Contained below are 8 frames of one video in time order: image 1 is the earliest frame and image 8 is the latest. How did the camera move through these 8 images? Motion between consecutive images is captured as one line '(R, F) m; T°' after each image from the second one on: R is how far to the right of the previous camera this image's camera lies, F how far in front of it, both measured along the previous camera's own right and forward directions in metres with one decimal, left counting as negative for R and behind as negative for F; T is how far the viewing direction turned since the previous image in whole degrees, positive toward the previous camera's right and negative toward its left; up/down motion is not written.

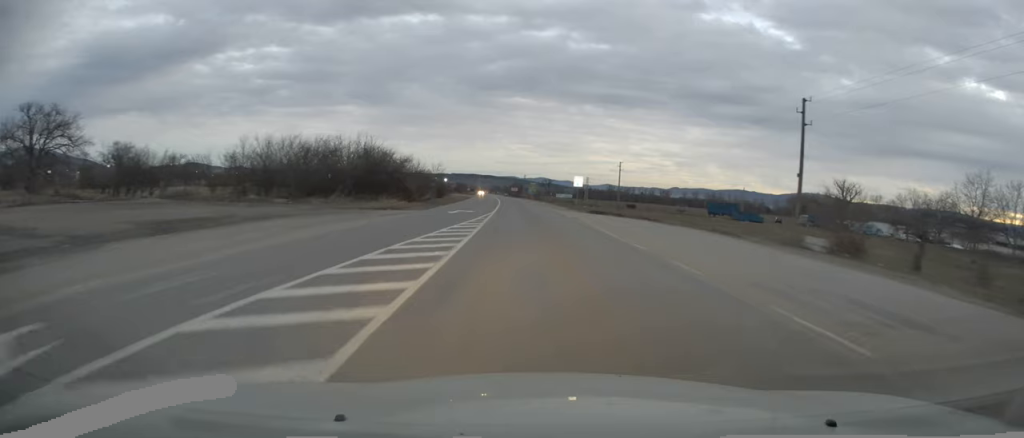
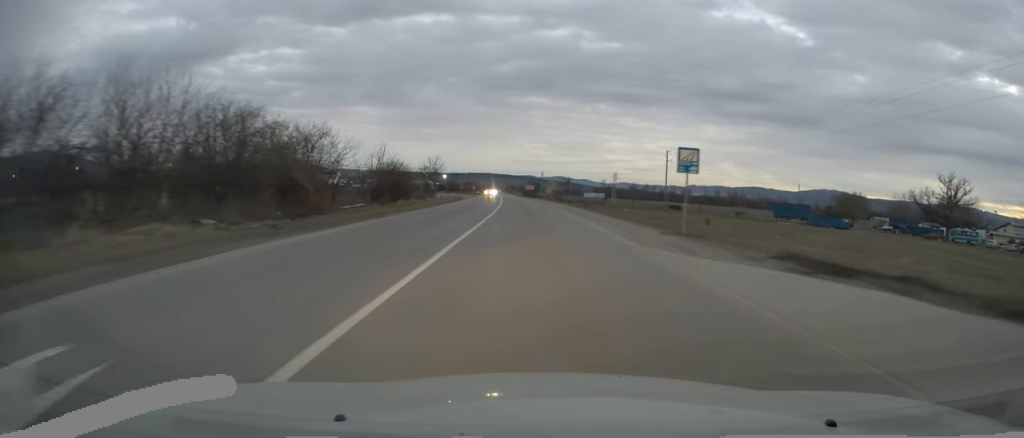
(-0.7, +32.9) m; -2°
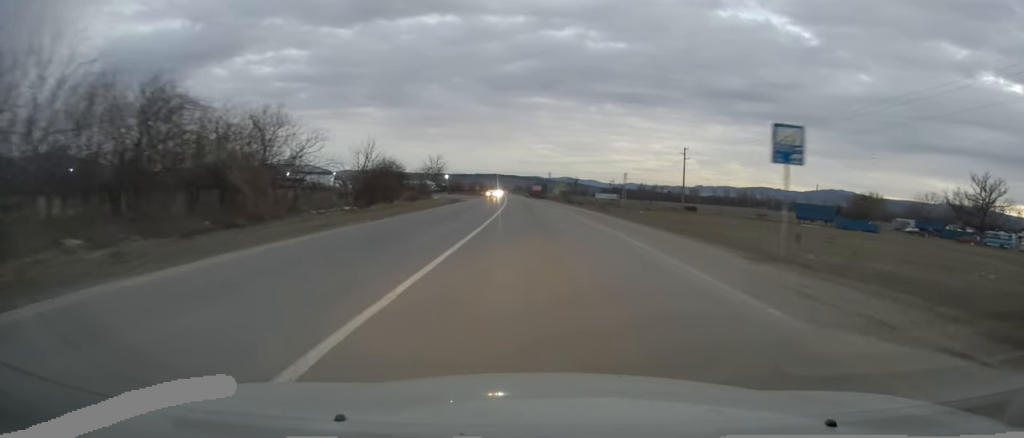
(0.0, +7.7) m; 0°
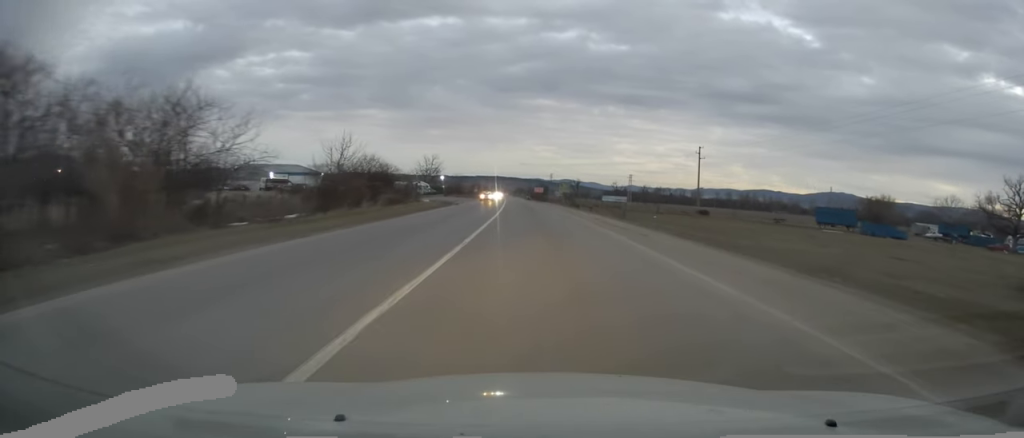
(0.0, +8.3) m; 0°
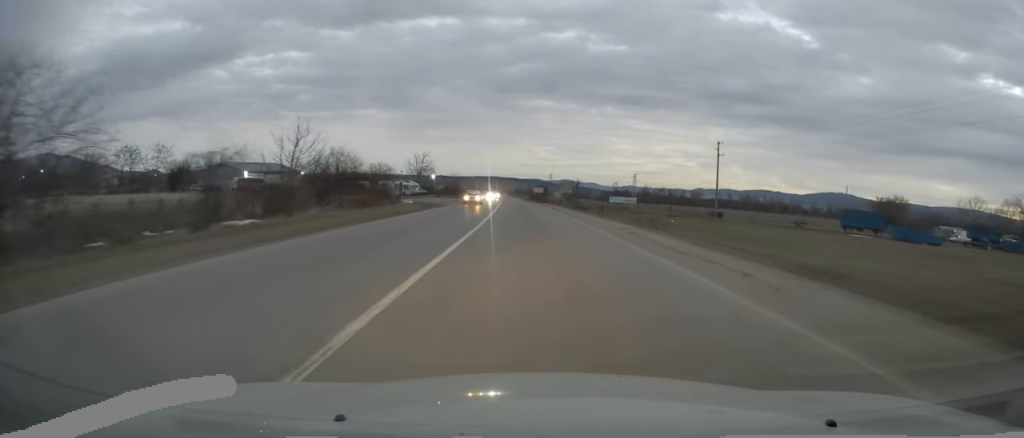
(-0.1, +10.0) m; 0°
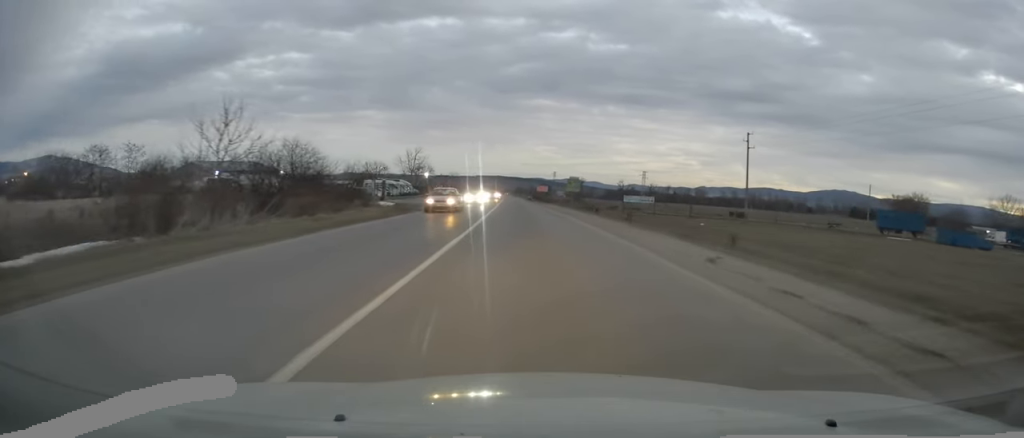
(0.0, +10.6) m; 0°
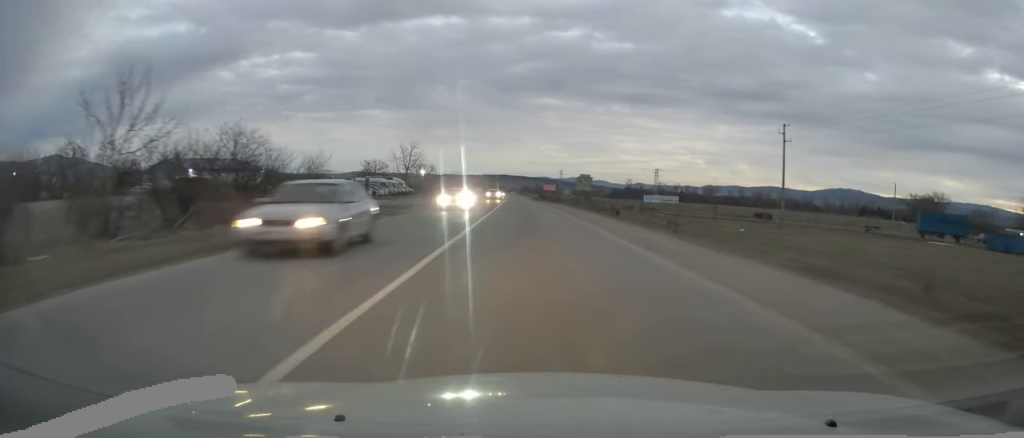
(0.0, +9.1) m; 0°
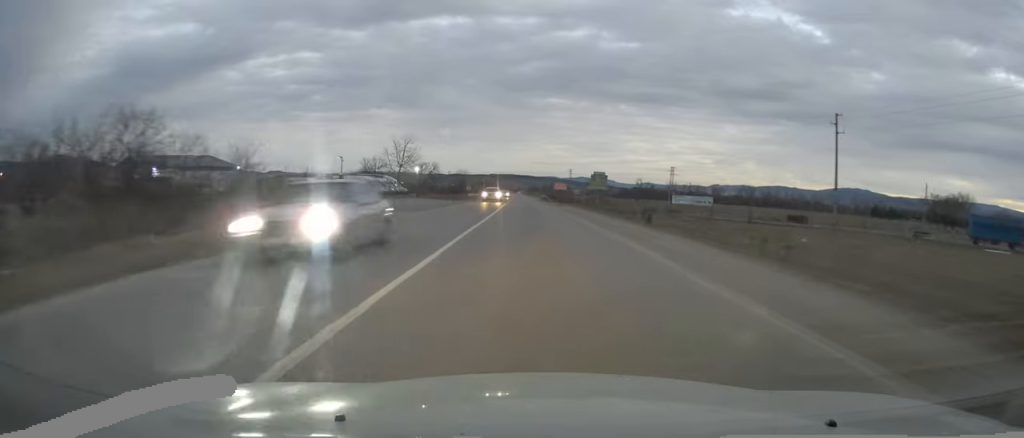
(+0.1, +10.2) m; -1°
